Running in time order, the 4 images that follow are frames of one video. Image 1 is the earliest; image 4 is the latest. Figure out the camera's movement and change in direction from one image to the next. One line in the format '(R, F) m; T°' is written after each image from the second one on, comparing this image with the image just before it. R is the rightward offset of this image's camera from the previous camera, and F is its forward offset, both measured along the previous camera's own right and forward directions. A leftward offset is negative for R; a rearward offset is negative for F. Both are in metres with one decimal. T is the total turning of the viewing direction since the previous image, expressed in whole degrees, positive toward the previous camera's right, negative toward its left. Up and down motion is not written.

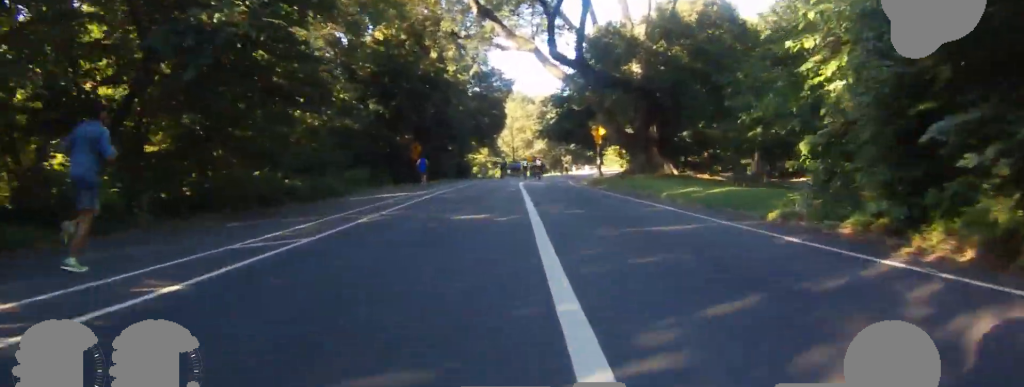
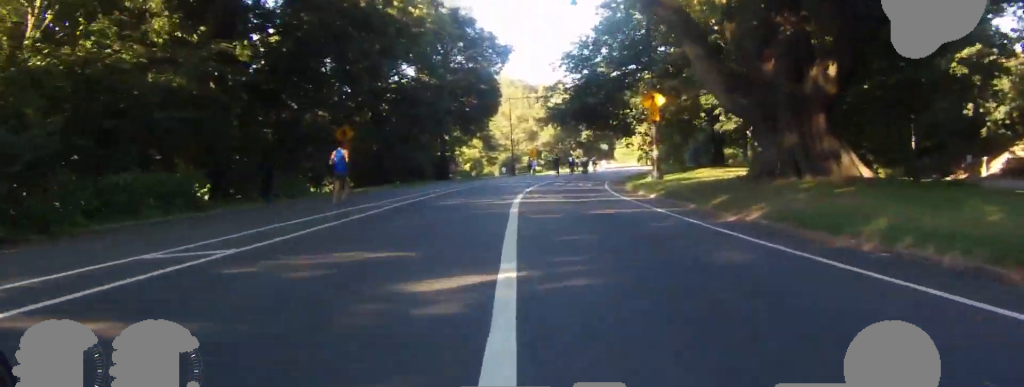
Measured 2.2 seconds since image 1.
(+2.7, +20.7) m; +7°
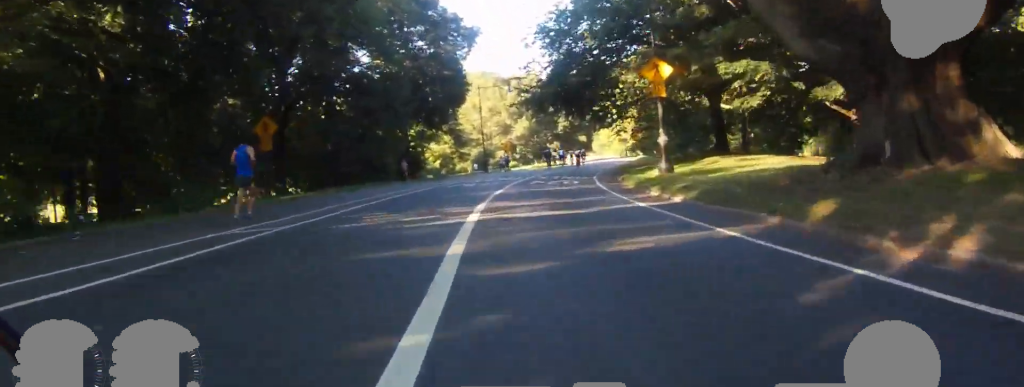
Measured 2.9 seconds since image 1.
(0.0, +6.5) m; -1°
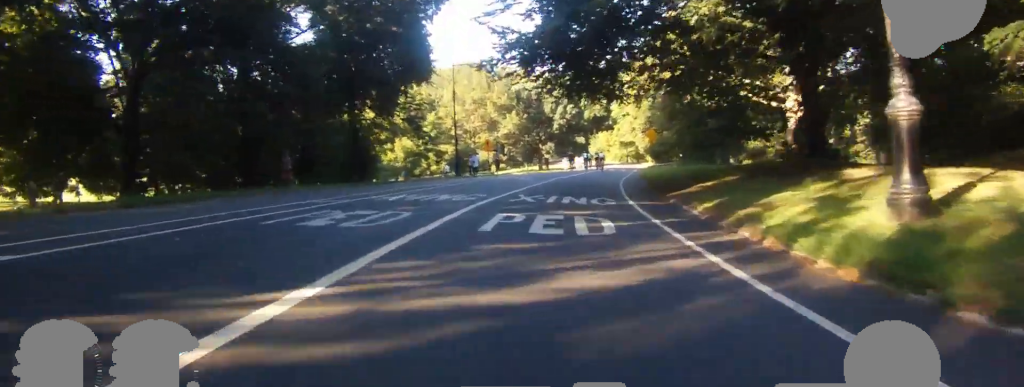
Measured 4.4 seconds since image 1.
(-0.3, +15.1) m; +1°
